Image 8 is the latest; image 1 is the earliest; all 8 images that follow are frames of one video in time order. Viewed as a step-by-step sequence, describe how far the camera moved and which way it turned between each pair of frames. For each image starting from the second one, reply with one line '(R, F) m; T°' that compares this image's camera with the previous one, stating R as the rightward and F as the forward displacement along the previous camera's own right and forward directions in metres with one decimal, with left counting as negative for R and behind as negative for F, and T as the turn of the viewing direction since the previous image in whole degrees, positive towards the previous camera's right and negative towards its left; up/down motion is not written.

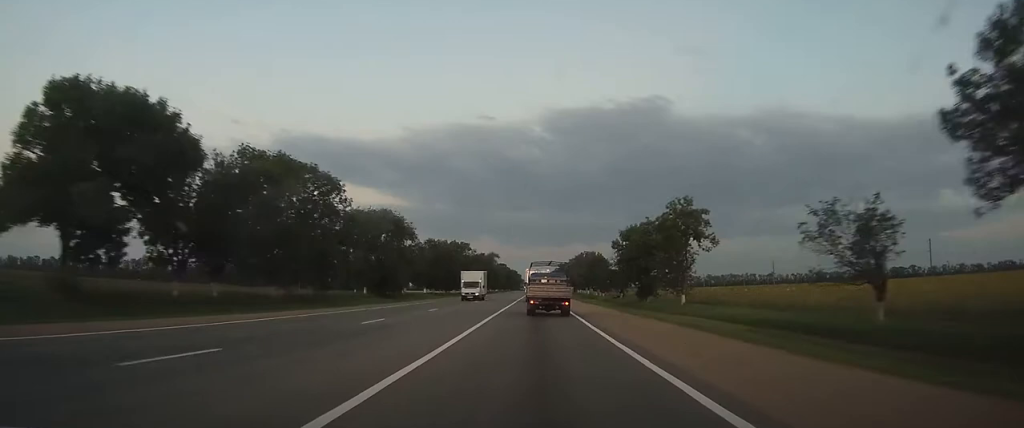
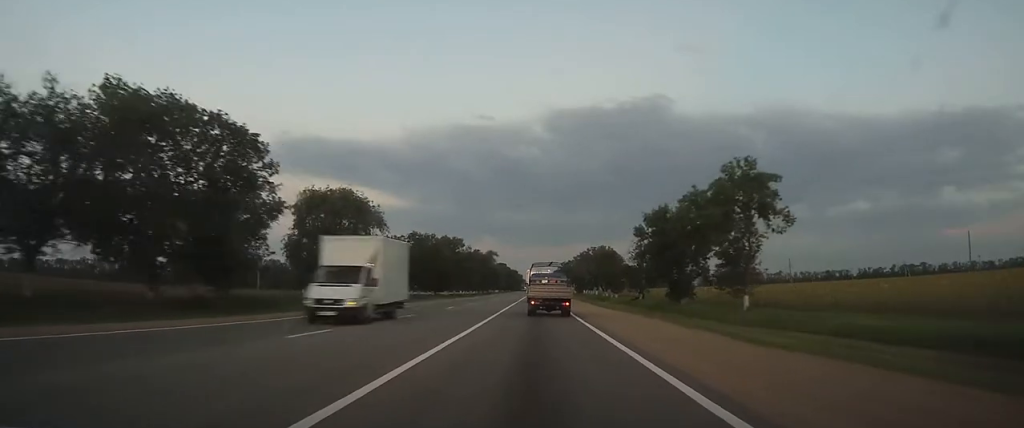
(0.0, +18.0) m; 0°
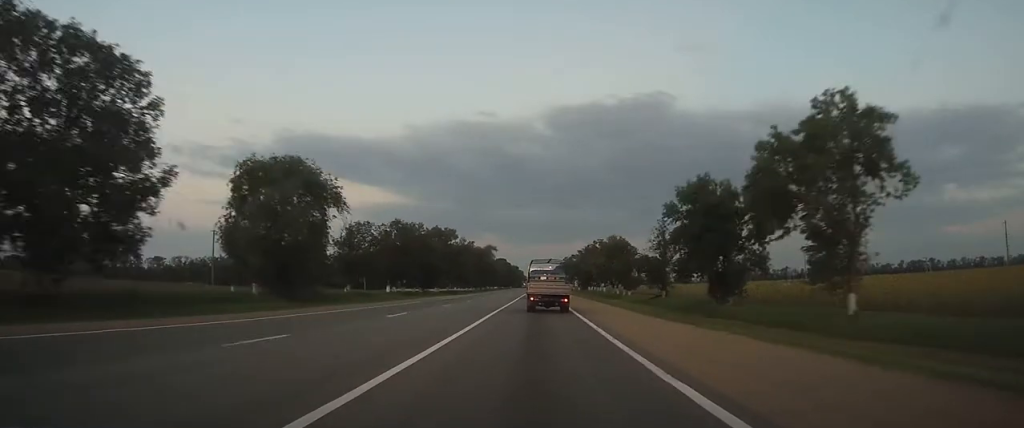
(0.0, +14.9) m; 0°
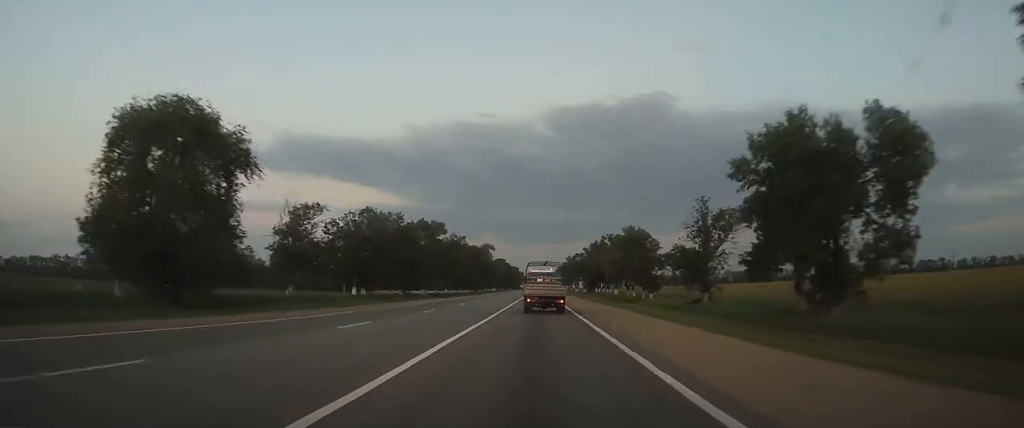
(-0.1, +17.6) m; 0°
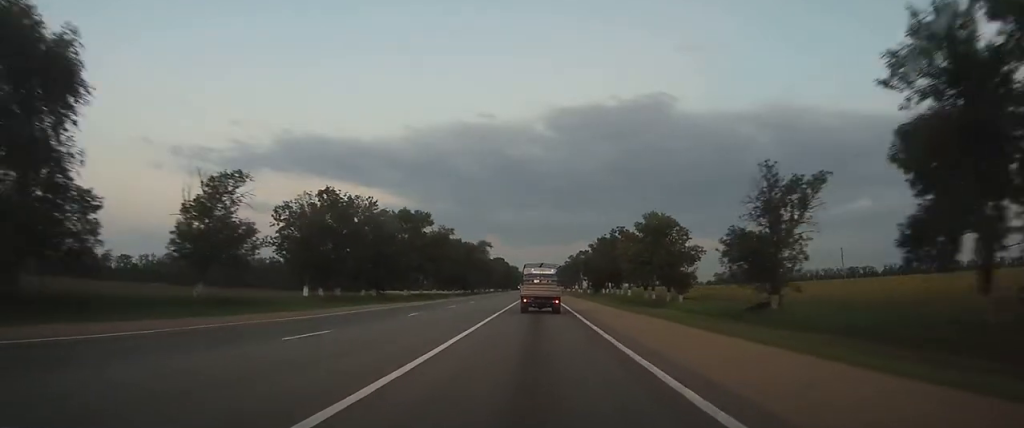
(0.0, +16.0) m; 0°
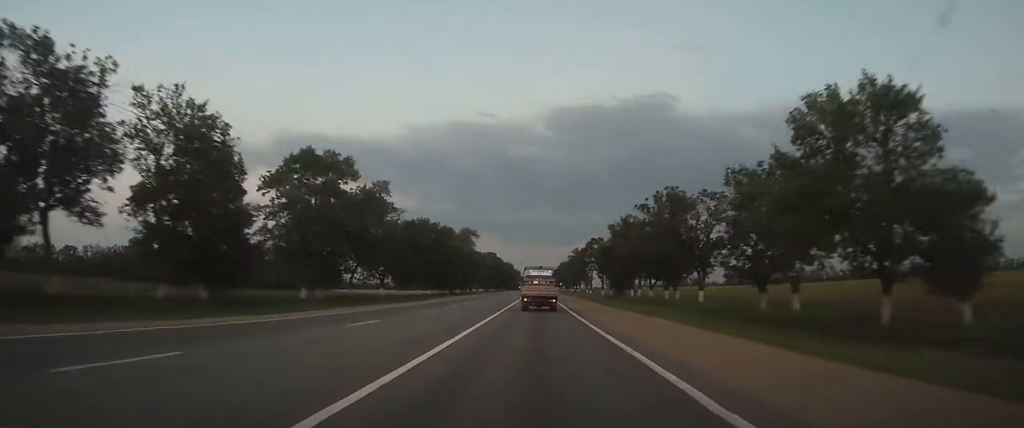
(+0.1, +43.5) m; 0°
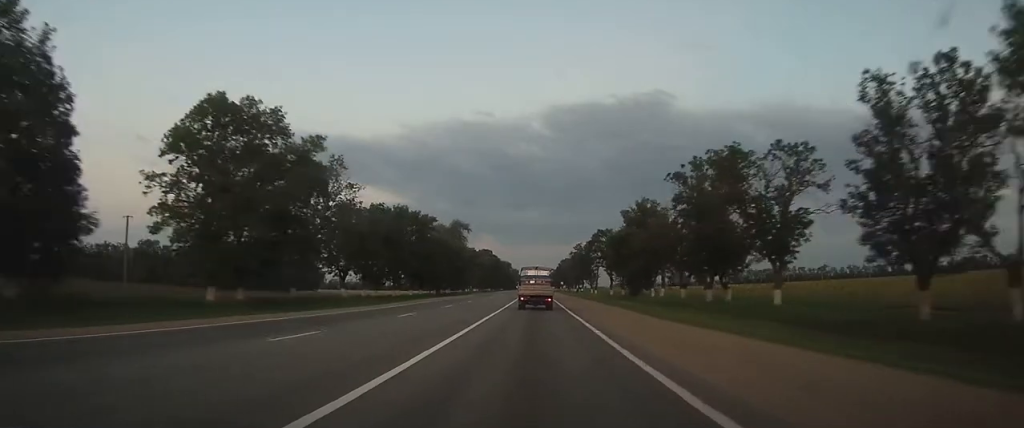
(0.0, +17.5) m; 0°
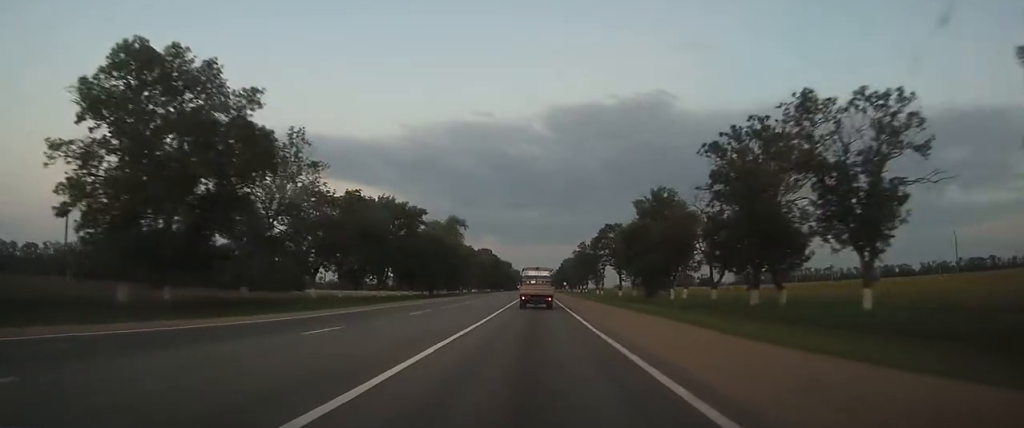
(0.0, +10.2) m; 0°
